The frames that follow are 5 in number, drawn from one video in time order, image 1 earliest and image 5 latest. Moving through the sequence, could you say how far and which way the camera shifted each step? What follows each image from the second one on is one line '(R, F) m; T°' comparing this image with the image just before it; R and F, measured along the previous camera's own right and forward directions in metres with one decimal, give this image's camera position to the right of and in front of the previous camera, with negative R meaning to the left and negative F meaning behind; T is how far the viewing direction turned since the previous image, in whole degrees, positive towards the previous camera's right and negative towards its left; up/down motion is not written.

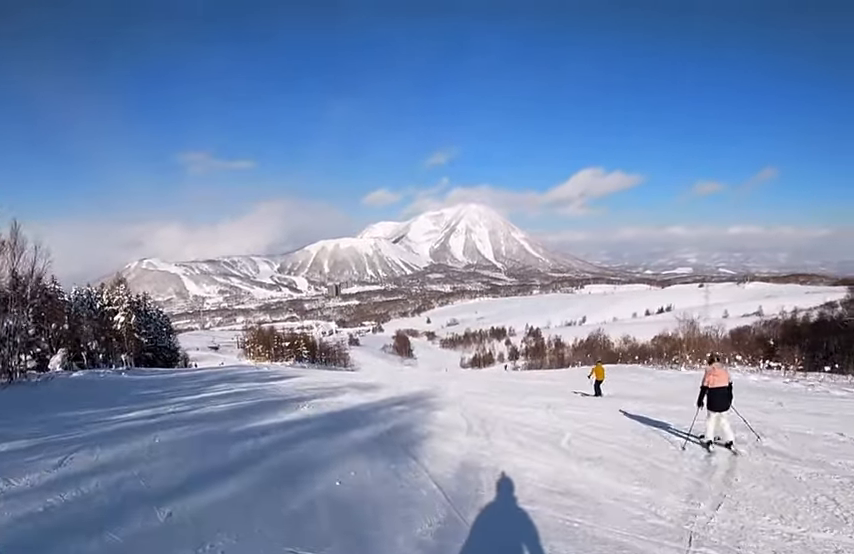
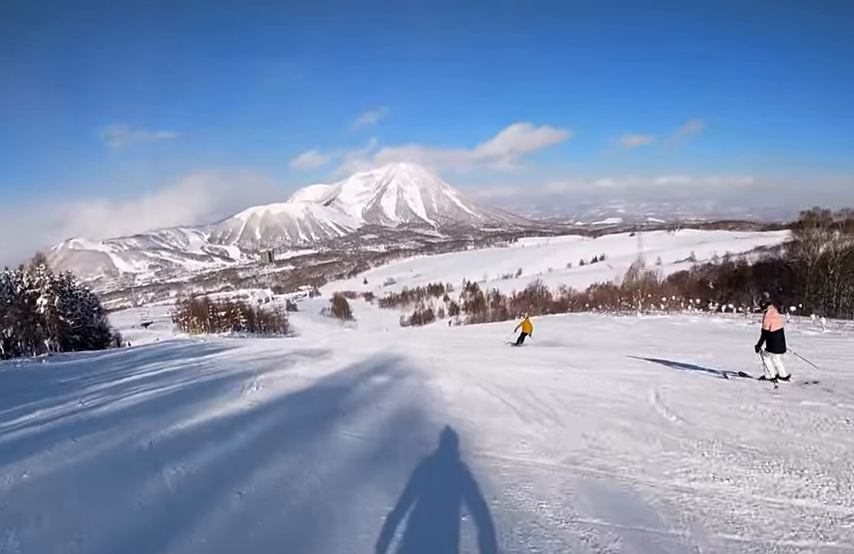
(-0.2, +3.9) m; +12°
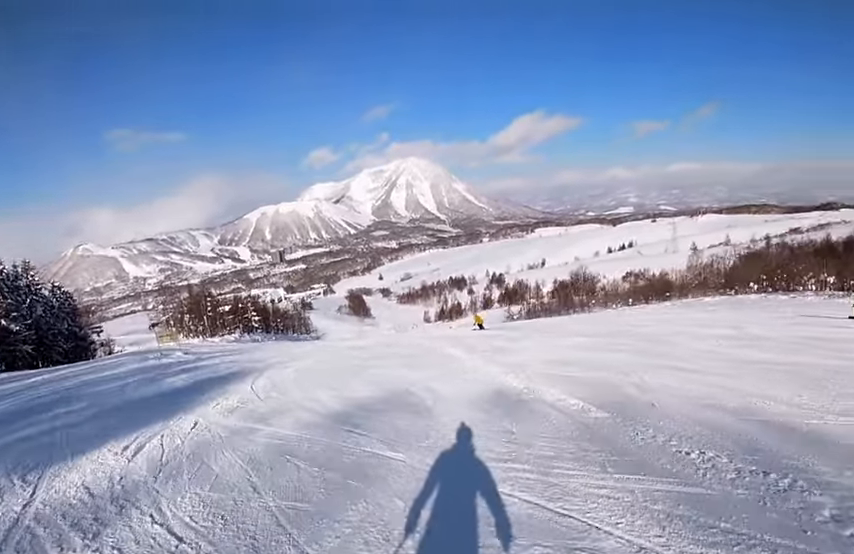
(-0.4, +27.7) m; -1°
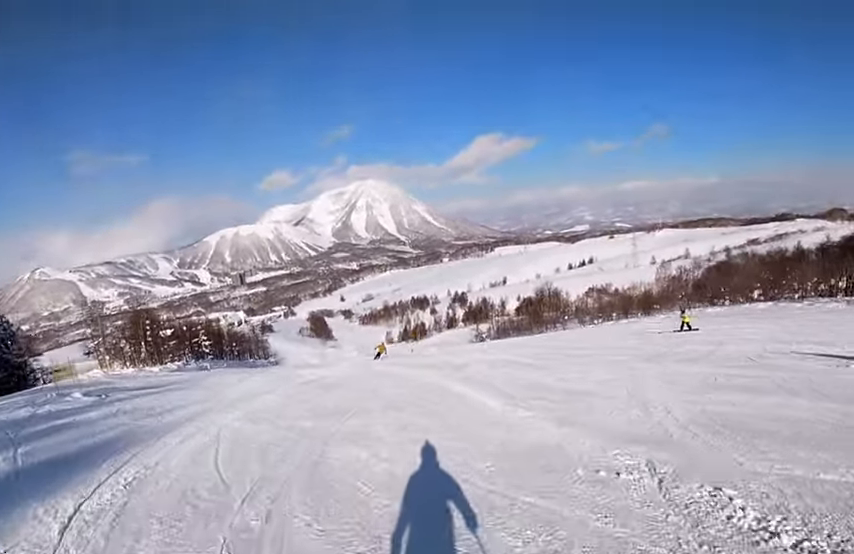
(+0.1, +7.4) m; +1°
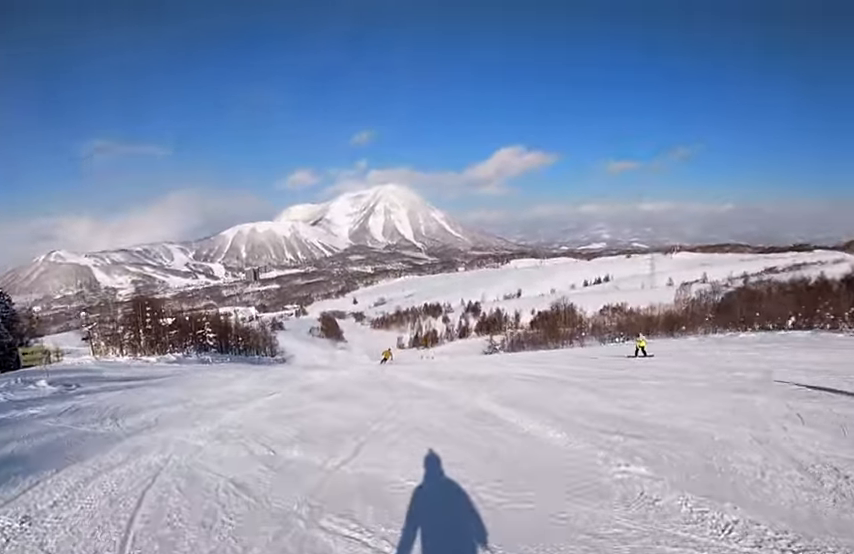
(0.0, +2.9) m; 0°
